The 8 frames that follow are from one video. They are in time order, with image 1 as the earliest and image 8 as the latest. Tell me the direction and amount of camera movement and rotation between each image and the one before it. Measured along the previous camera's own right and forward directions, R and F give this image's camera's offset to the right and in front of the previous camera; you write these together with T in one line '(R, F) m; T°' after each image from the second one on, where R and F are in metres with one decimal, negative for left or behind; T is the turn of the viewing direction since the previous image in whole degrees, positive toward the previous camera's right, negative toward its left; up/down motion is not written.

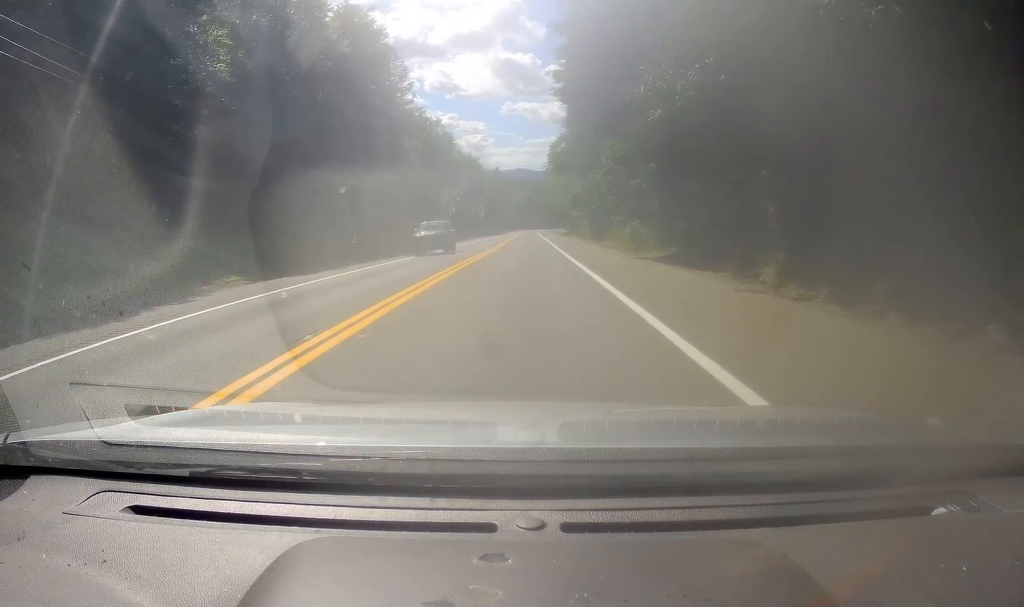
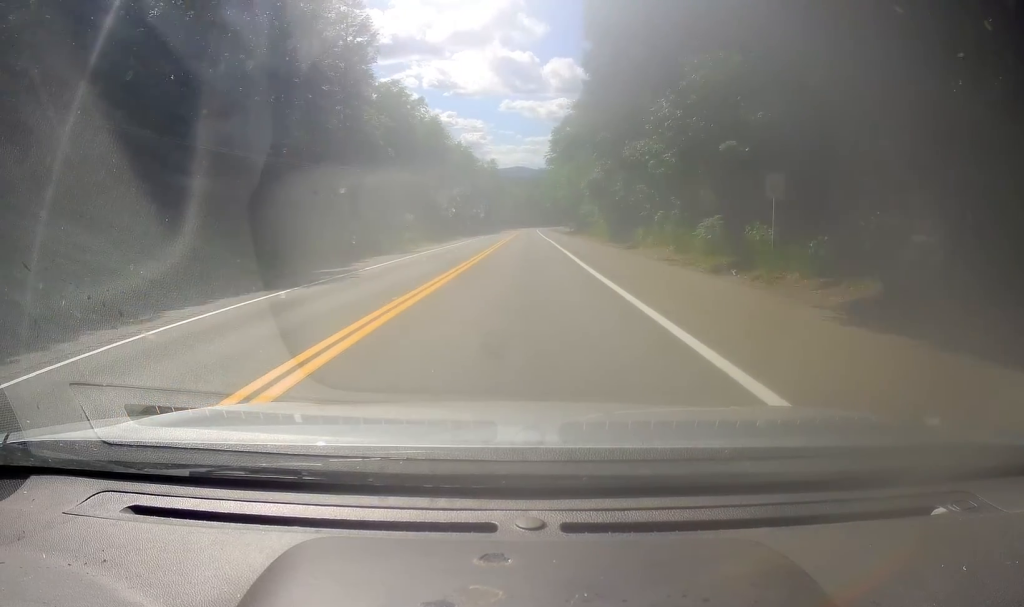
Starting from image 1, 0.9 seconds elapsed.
(+0.3, +19.1) m; +2°
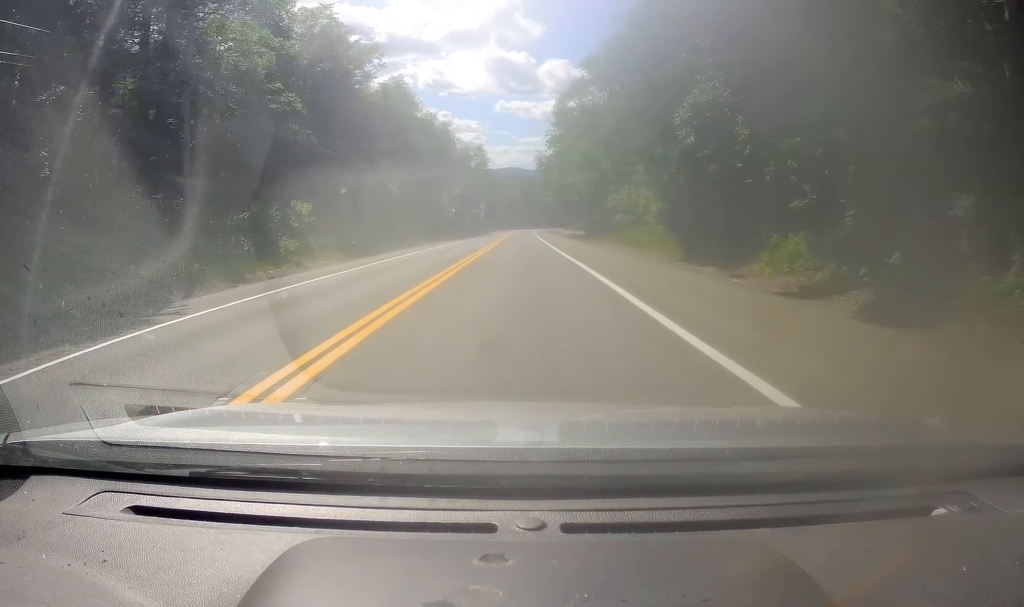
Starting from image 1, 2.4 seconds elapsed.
(+1.2, +32.1) m; +2°
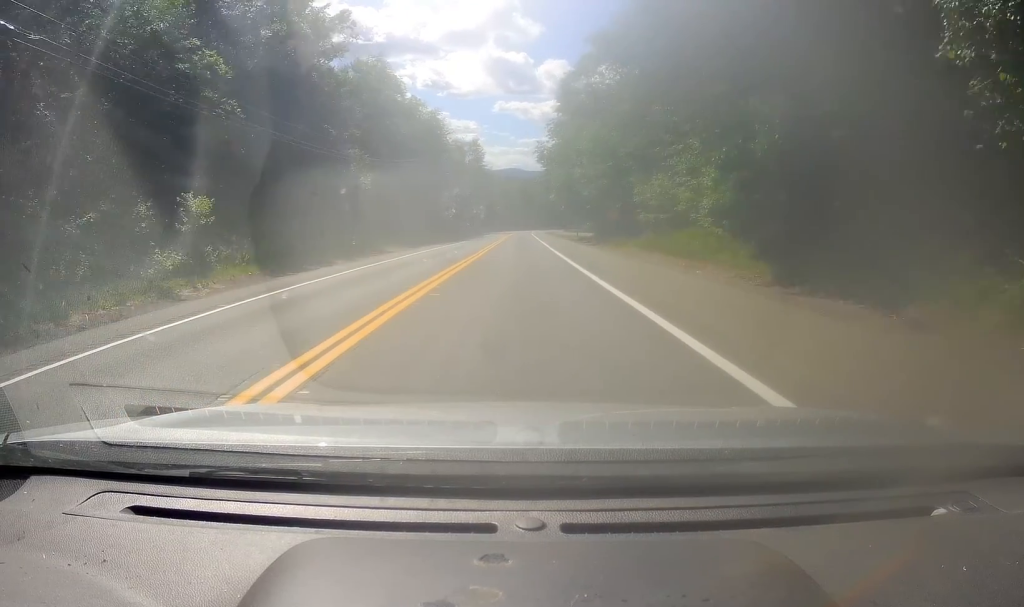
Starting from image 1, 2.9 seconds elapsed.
(+0.1, +11.8) m; 0°
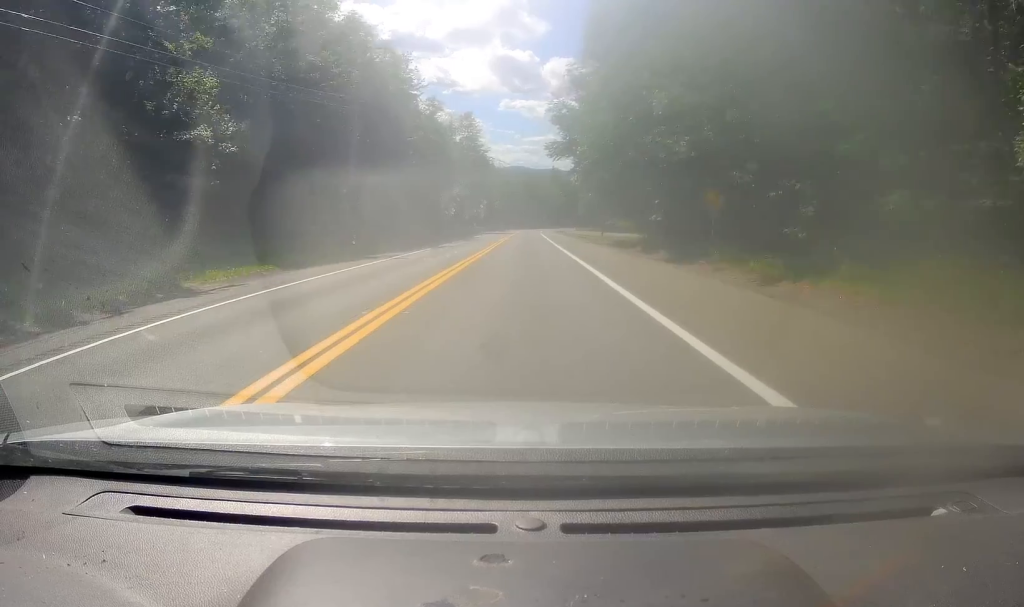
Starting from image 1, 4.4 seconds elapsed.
(0.0, +32.2) m; 0°
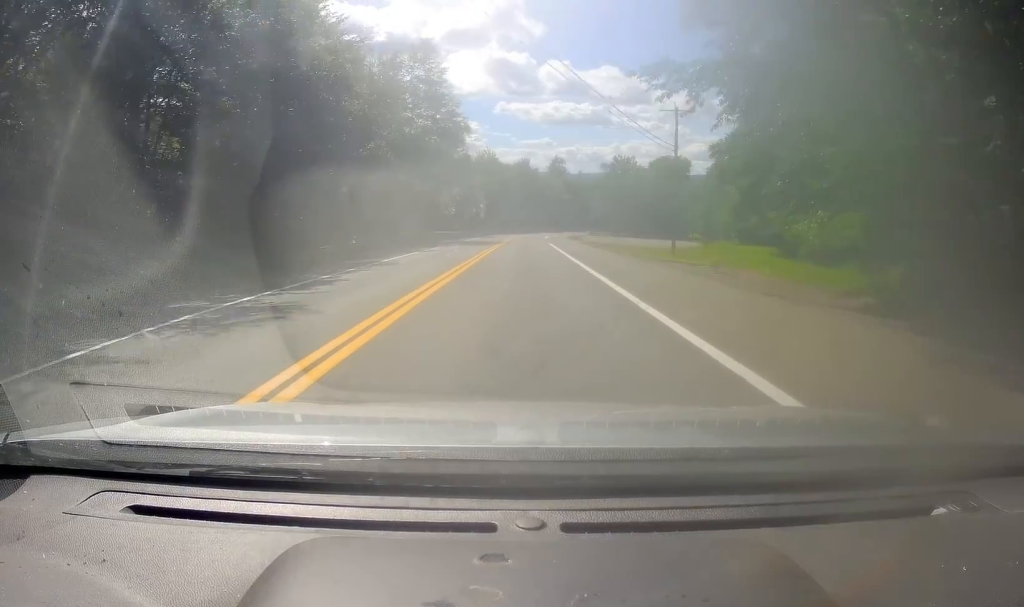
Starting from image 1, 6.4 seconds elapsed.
(-0.8, +44.6) m; +1°
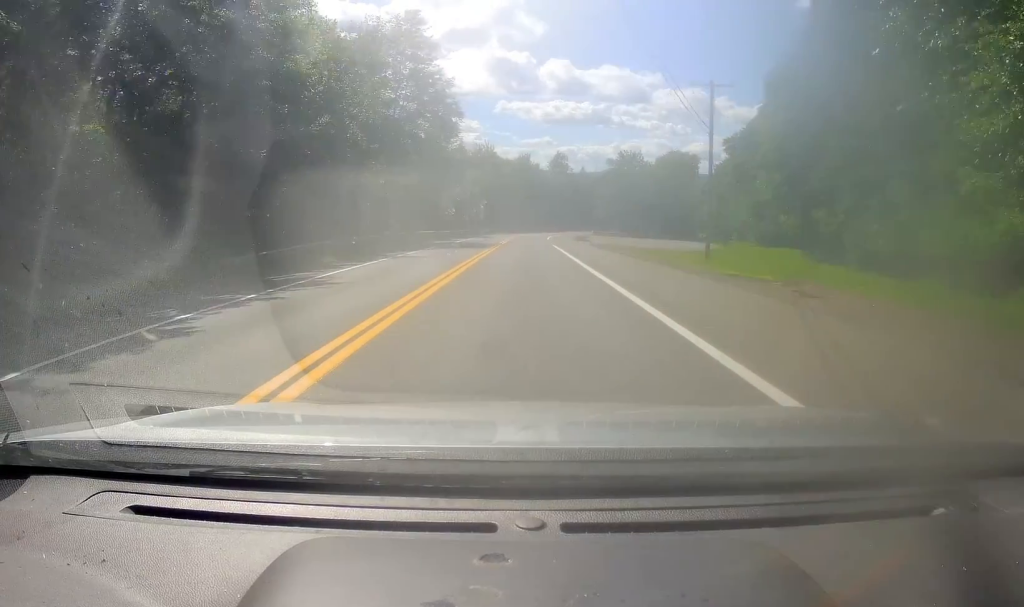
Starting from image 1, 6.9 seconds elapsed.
(0.0, +9.3) m; +1°
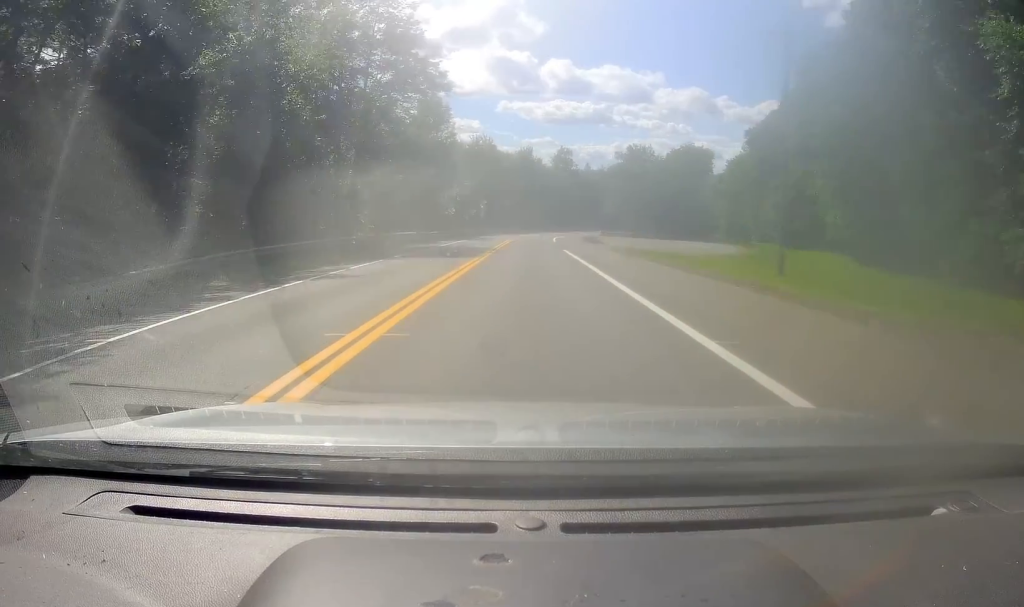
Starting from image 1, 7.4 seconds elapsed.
(+0.6, +10.9) m; +1°
